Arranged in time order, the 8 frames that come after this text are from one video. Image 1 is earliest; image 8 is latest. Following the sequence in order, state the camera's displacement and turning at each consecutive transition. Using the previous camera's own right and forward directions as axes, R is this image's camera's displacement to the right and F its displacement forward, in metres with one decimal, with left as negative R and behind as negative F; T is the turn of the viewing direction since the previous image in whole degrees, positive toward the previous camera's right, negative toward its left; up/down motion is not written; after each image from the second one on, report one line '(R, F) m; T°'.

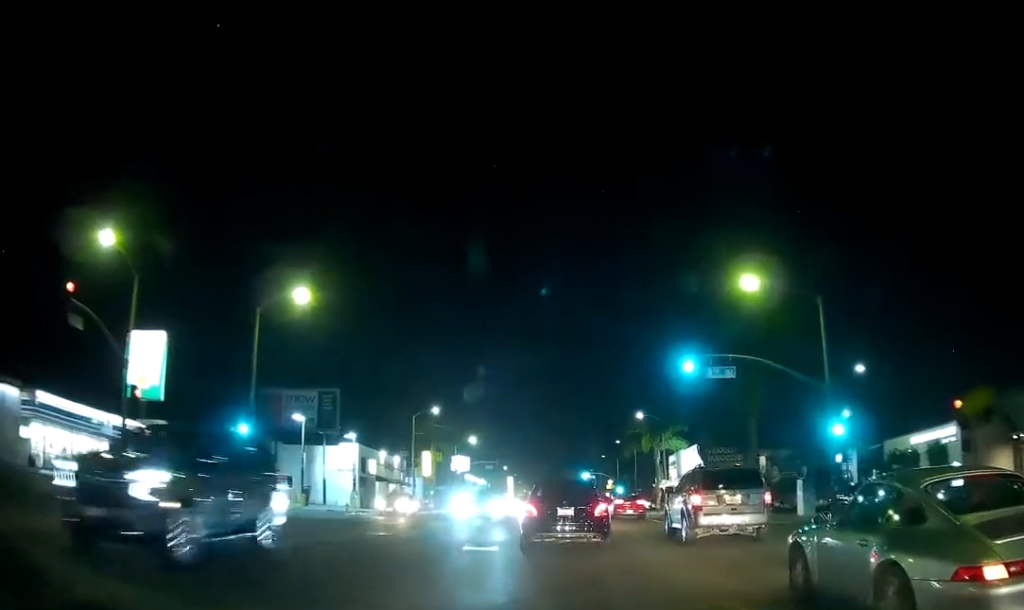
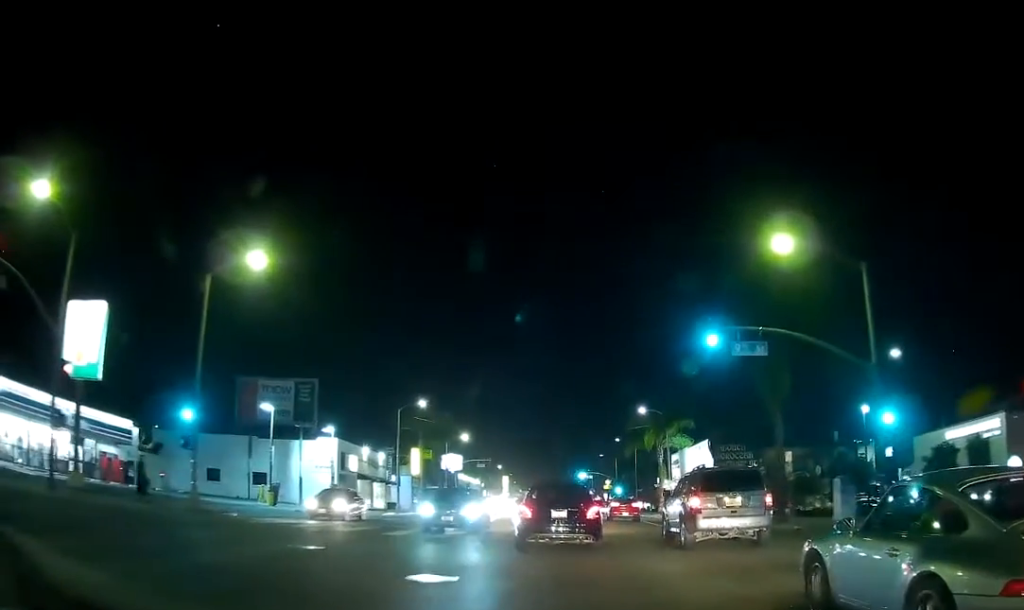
(0.0, +5.3) m; 0°
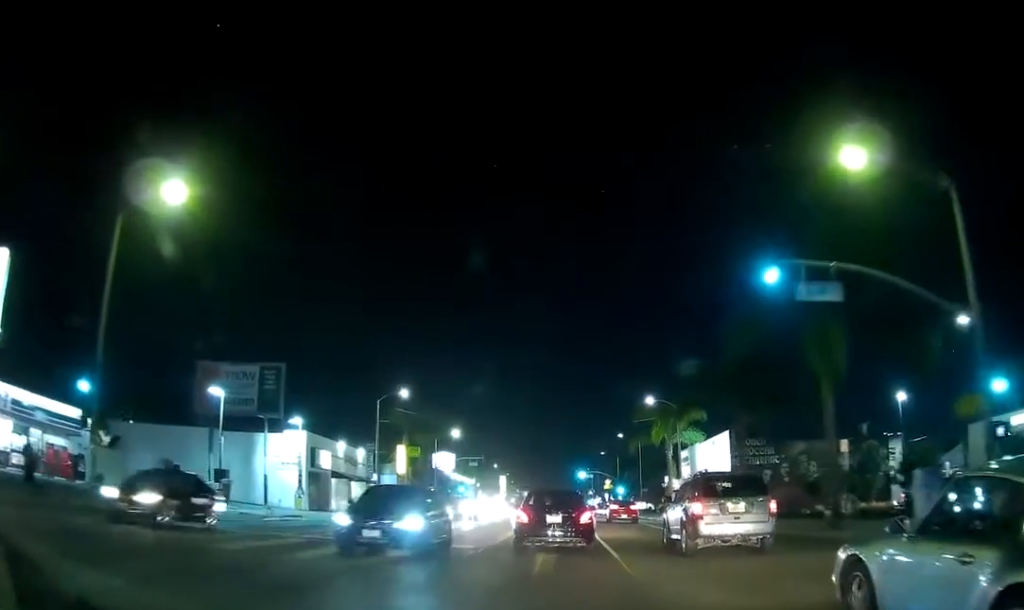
(0.0, +7.6) m; 0°
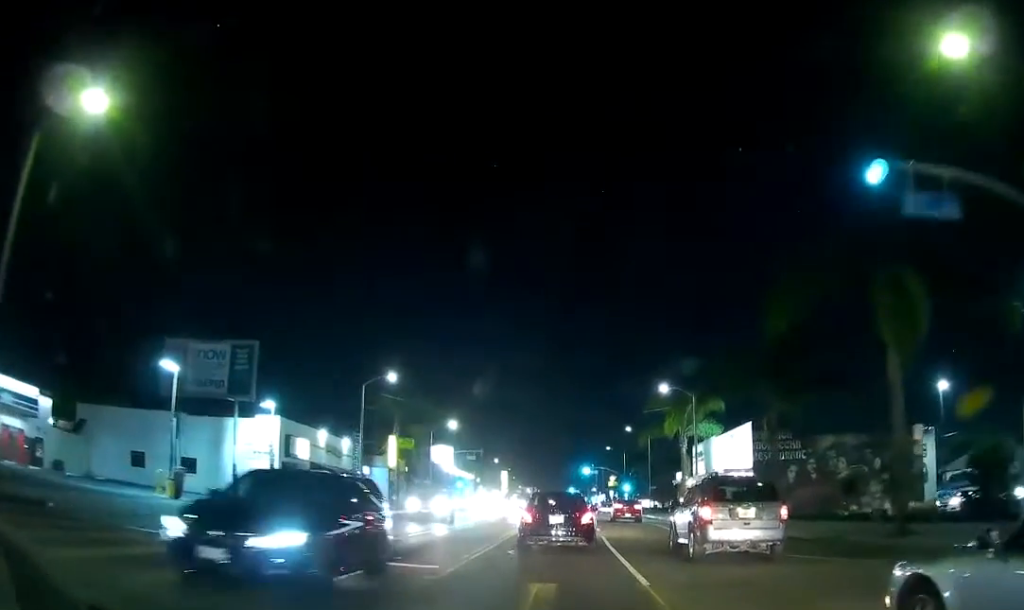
(0.0, +6.1) m; 0°
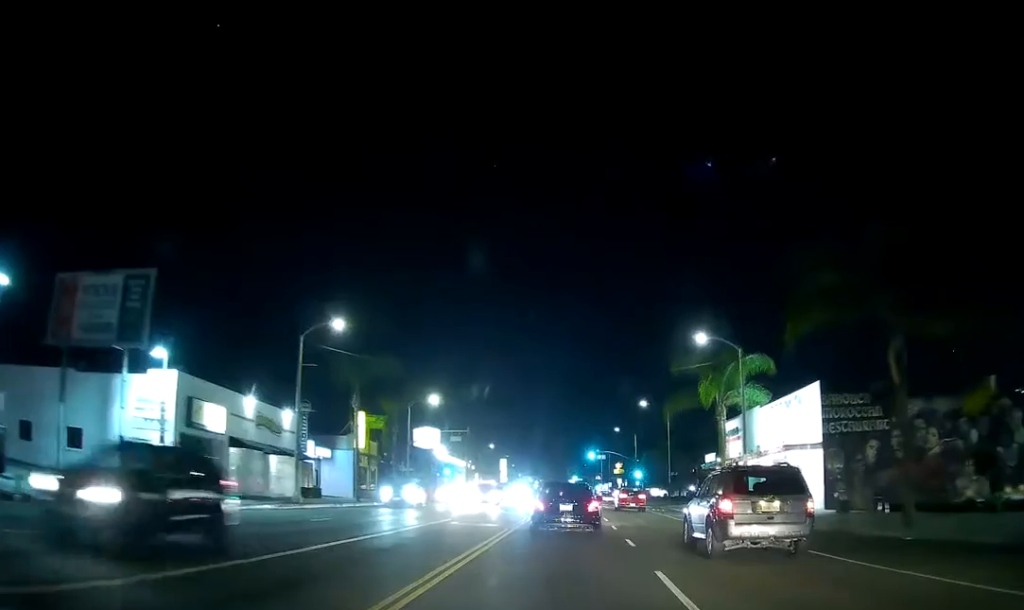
(0.0, +14.2) m; 0°
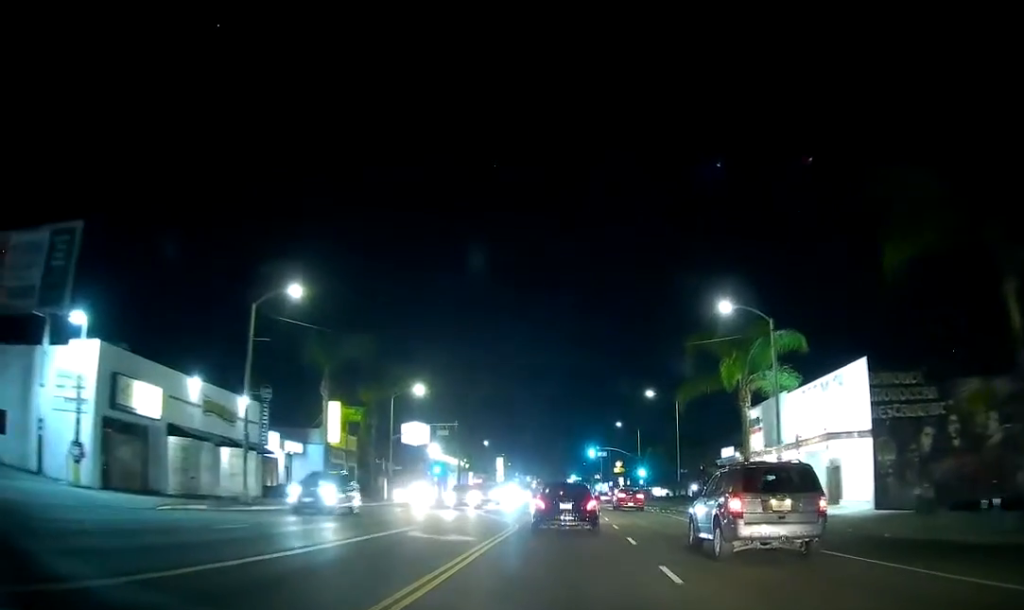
(0.0, +7.1) m; 0°
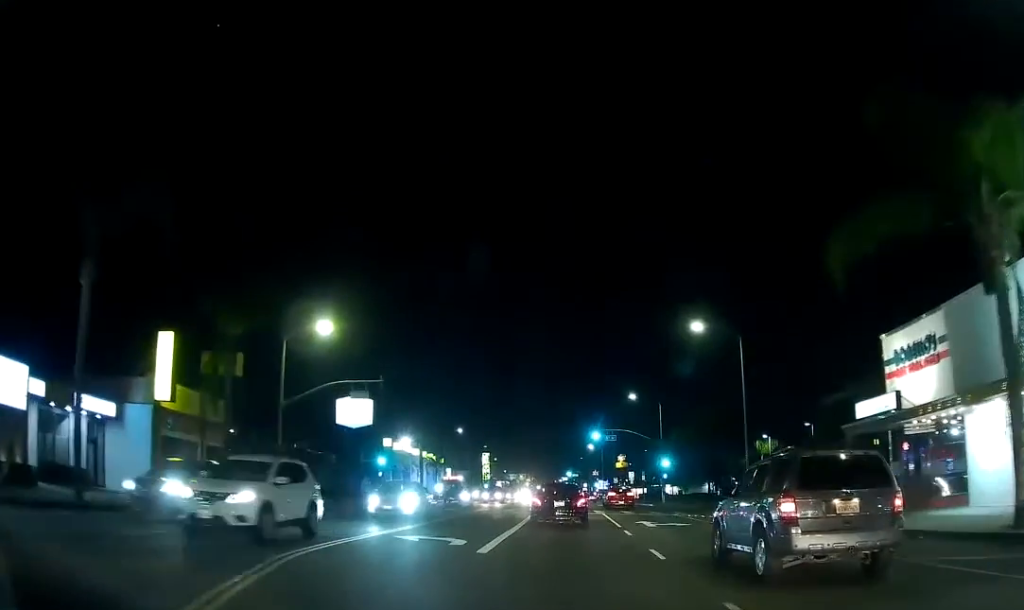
(0.0, +26.4) m; 0°
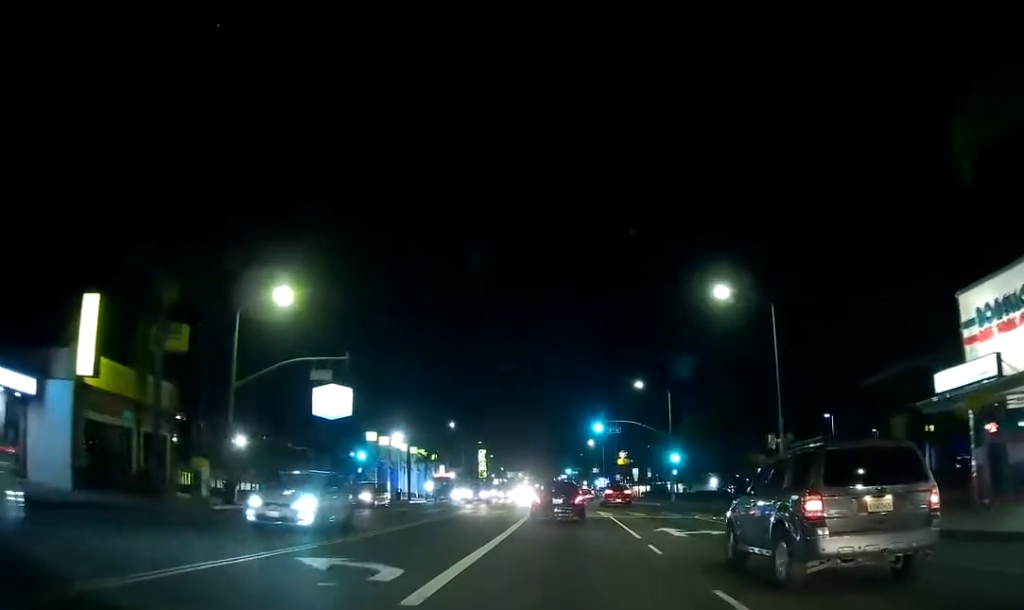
(0.0, +6.5) m; 0°
